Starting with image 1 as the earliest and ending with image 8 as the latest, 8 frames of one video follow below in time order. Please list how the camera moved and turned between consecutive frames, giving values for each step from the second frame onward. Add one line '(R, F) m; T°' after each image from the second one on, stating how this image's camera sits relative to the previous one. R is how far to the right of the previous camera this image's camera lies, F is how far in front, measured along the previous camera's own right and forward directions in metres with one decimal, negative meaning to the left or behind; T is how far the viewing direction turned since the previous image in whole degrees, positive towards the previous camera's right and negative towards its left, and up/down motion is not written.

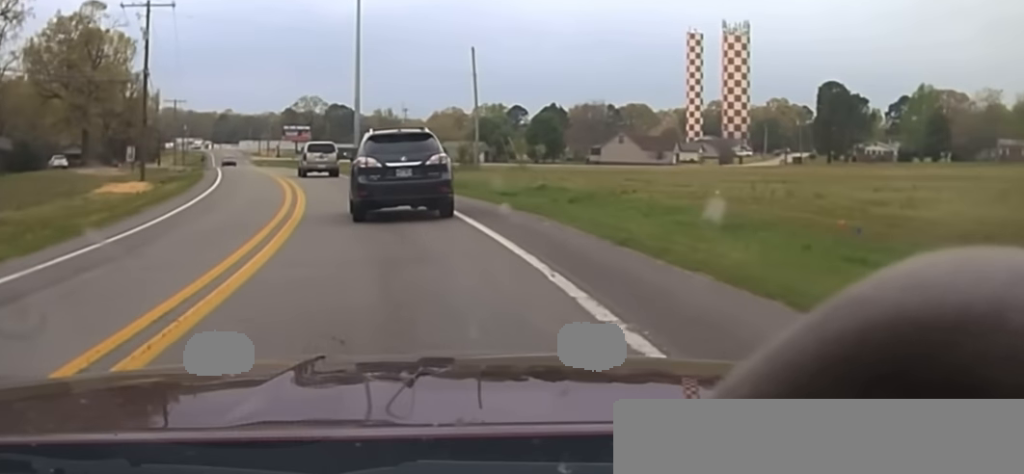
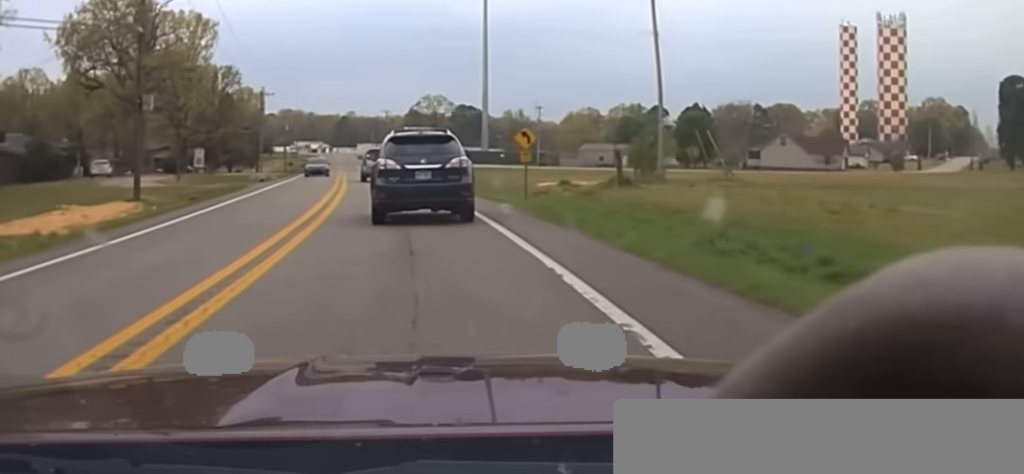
(-1.3, +24.9) m; -4°
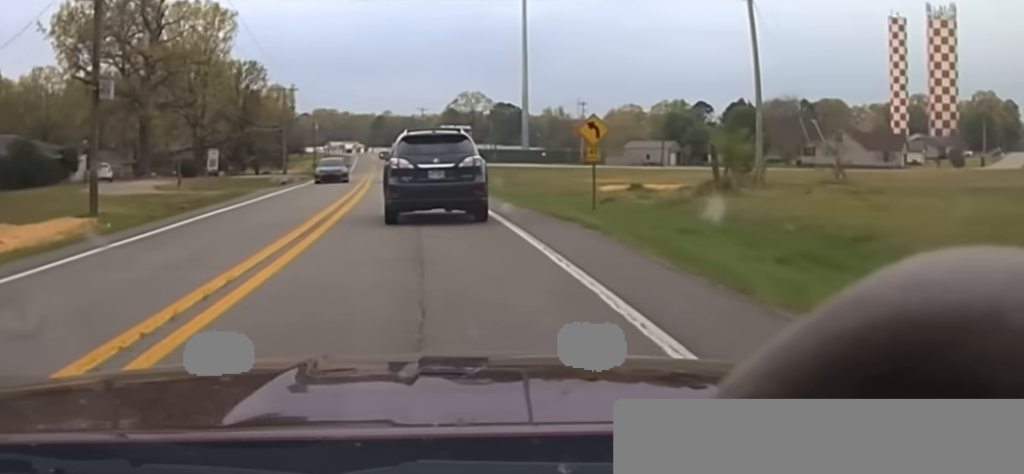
(+0.3, +8.2) m; -3°
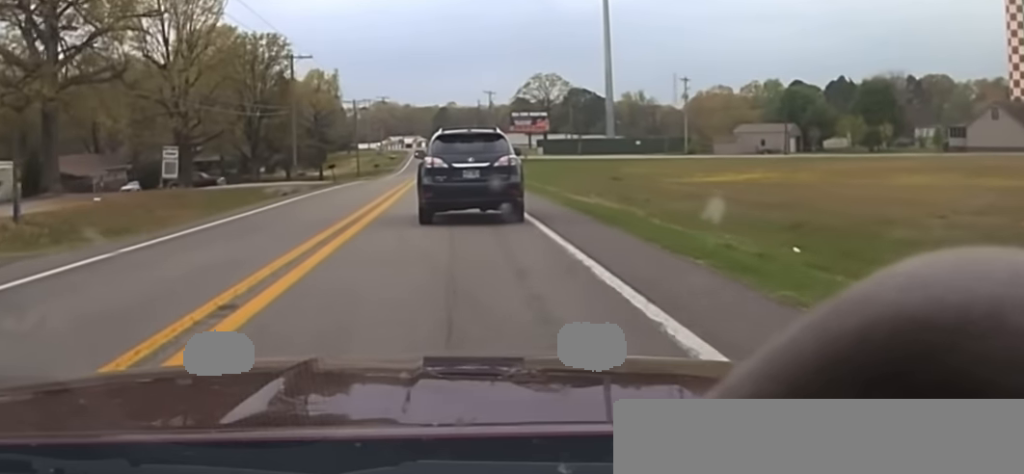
(-2.9, +32.3) m; -5°
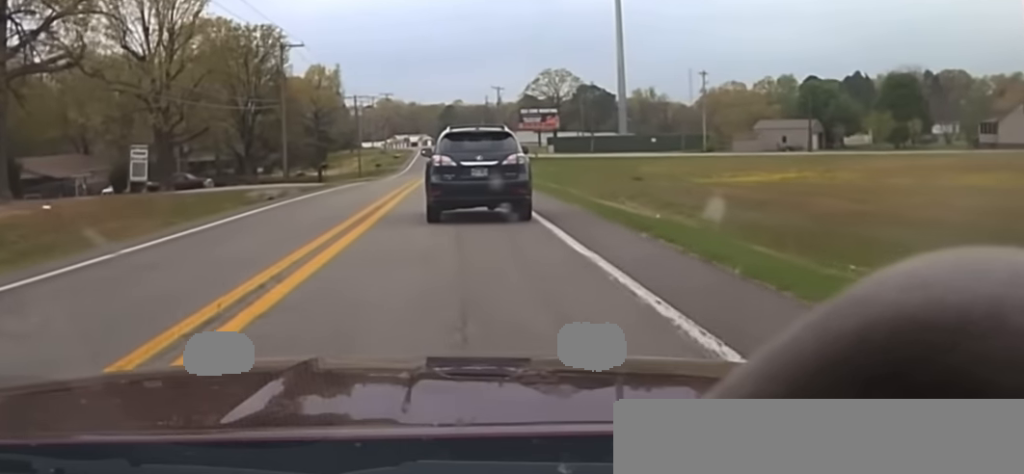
(+0.1, +8.0) m; +1°
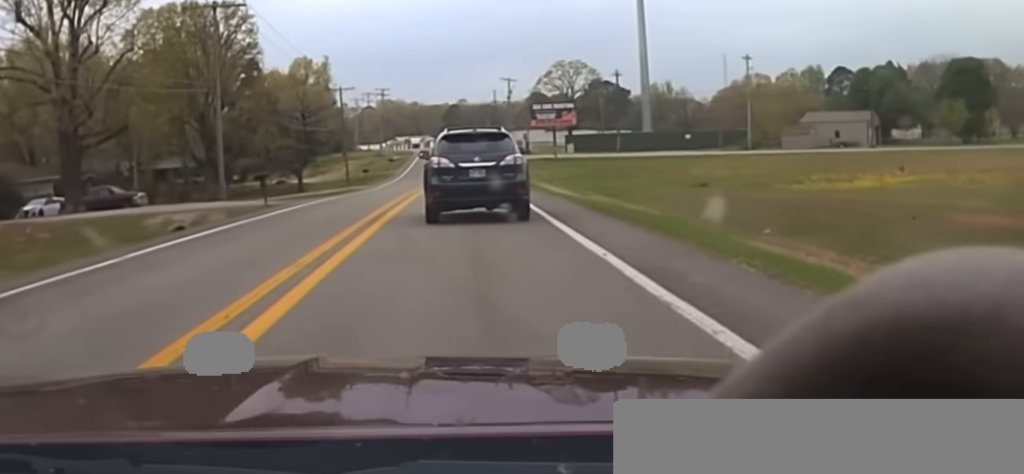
(+0.2, +24.7) m; 0°
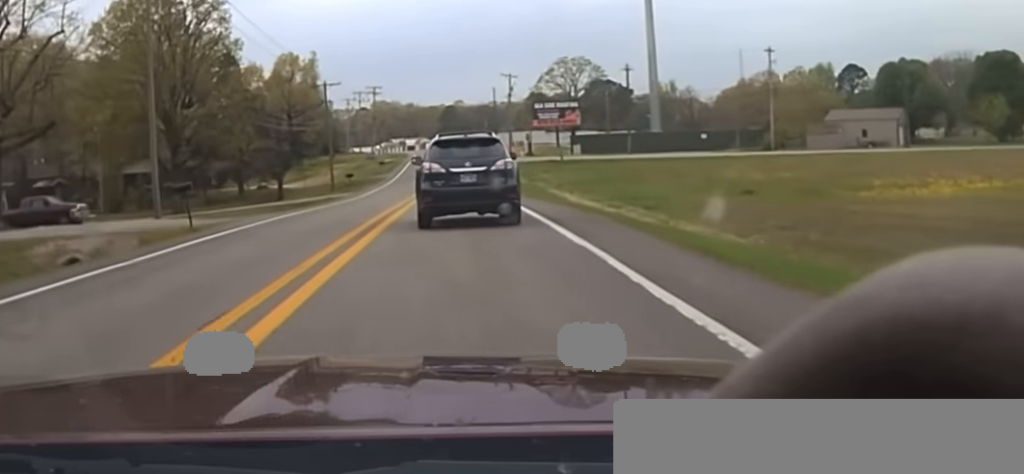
(-0.1, +11.7) m; 0°
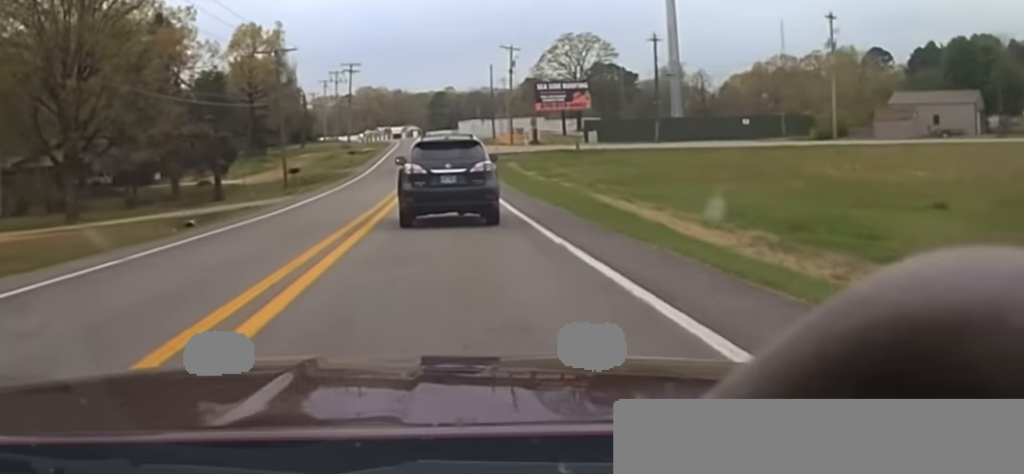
(+0.2, +24.3) m; +2°
